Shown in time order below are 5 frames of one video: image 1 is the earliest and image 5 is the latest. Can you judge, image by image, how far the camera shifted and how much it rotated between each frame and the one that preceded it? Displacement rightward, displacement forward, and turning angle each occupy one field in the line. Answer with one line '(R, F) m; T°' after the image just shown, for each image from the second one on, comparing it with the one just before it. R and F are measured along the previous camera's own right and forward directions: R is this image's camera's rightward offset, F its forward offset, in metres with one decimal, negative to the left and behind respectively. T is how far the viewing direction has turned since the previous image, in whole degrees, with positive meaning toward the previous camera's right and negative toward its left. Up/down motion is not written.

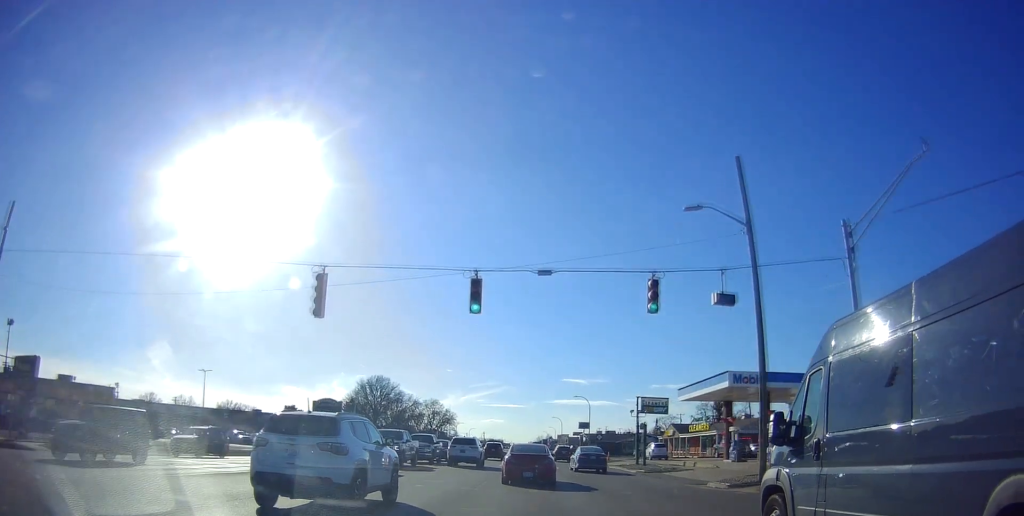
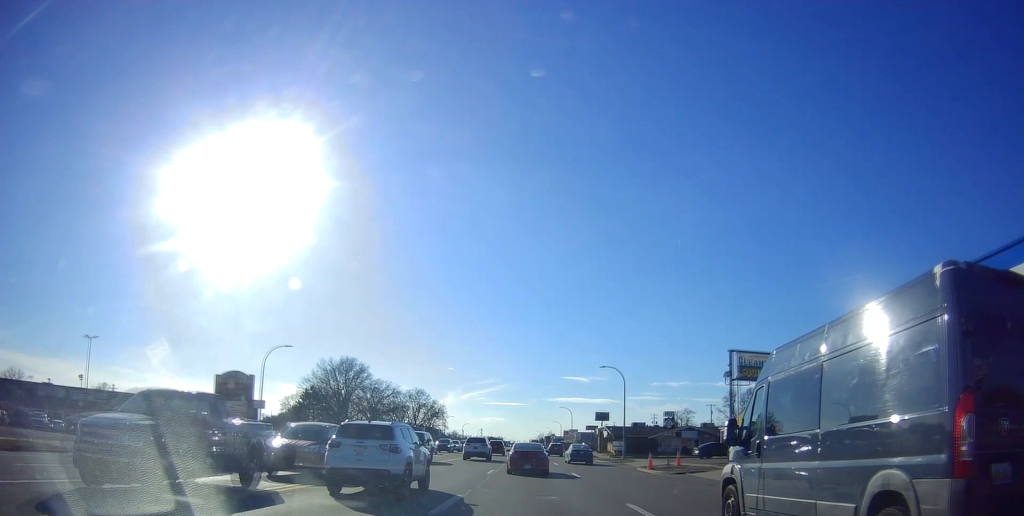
(-0.3, +26.1) m; +2°
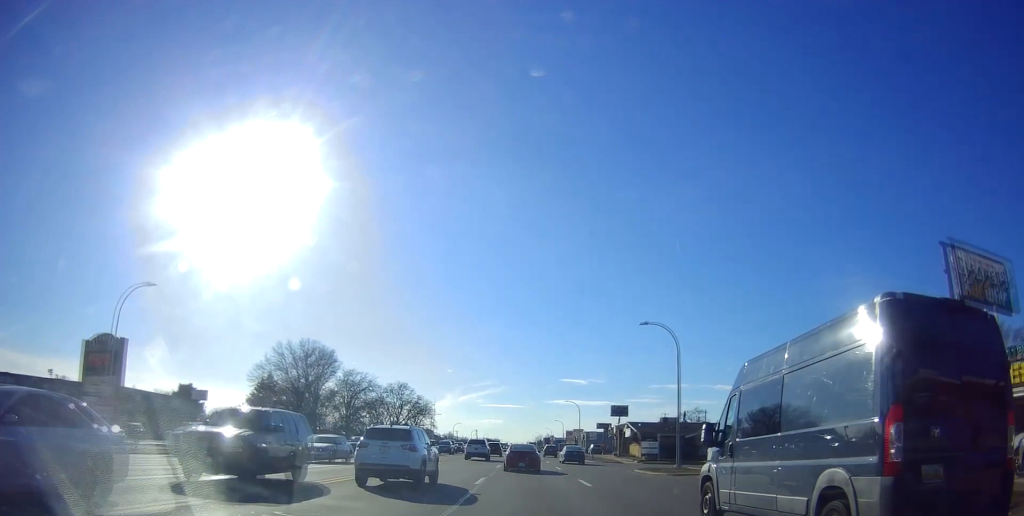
(0.0, +19.8) m; -1°
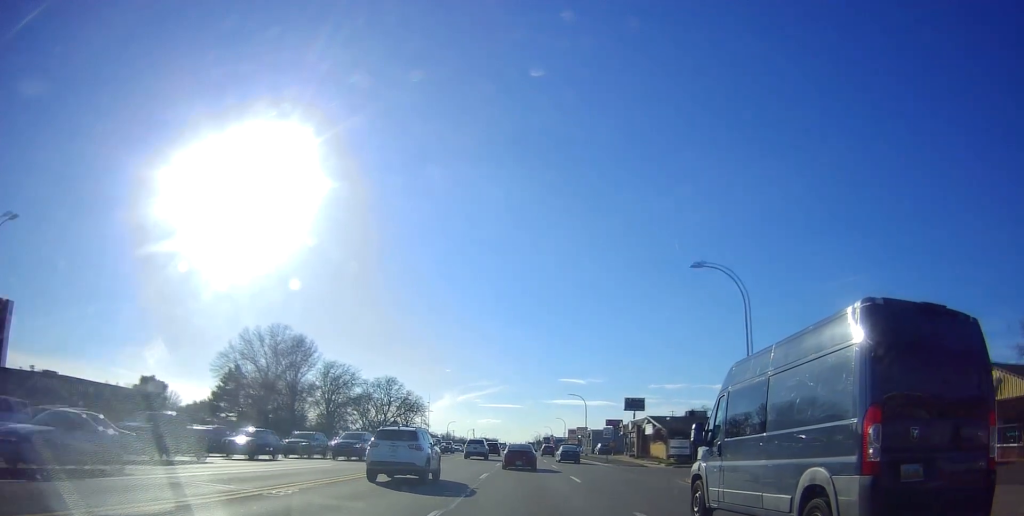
(-0.1, +12.3) m; -1°
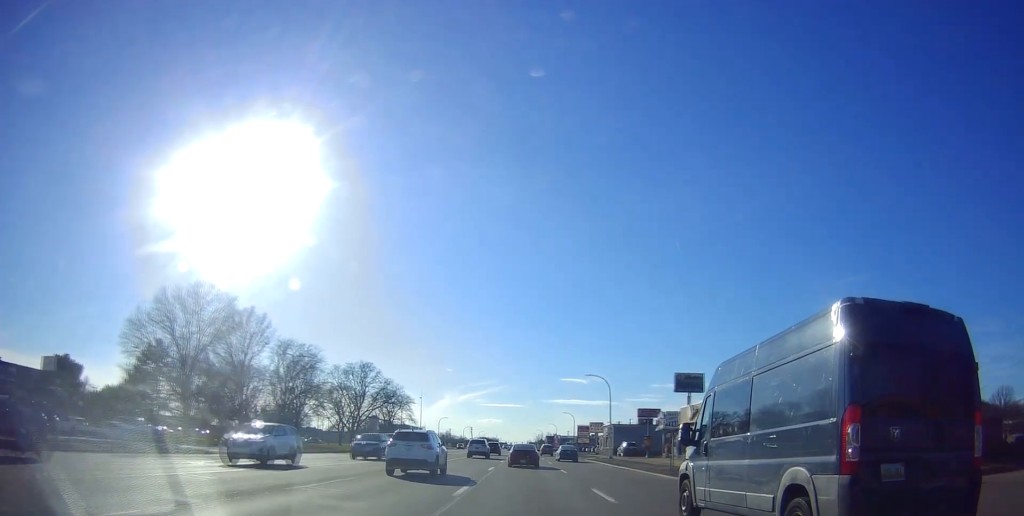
(-0.3, +21.5) m; -2°
